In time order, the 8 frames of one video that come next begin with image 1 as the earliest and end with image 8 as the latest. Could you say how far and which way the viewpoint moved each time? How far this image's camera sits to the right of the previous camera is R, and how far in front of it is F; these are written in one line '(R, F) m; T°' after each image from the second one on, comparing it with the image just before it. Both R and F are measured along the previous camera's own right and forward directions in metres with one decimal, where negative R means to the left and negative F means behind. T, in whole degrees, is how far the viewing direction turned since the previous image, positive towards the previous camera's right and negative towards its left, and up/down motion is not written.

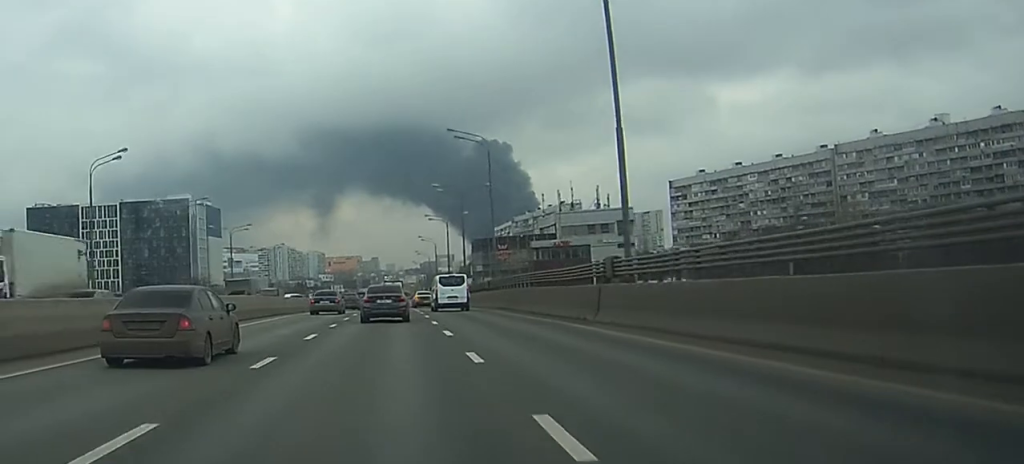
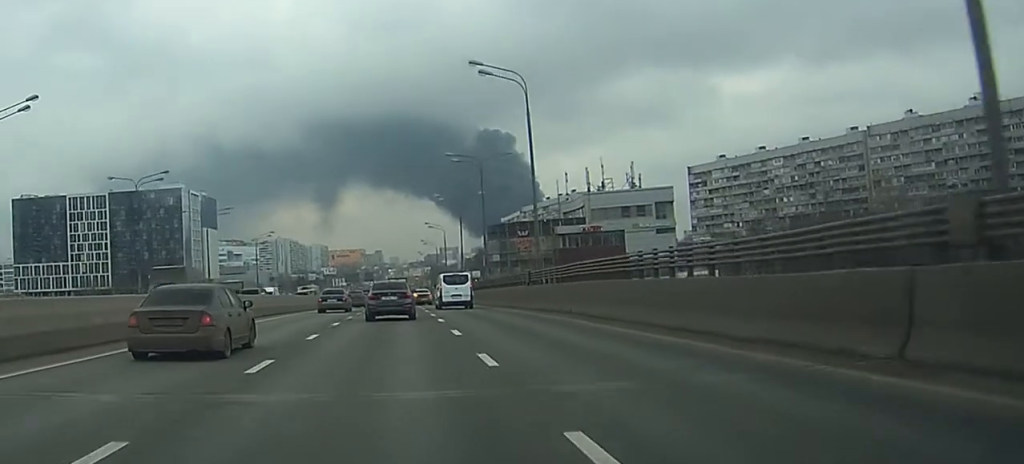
(+0.1, +17.3) m; 0°
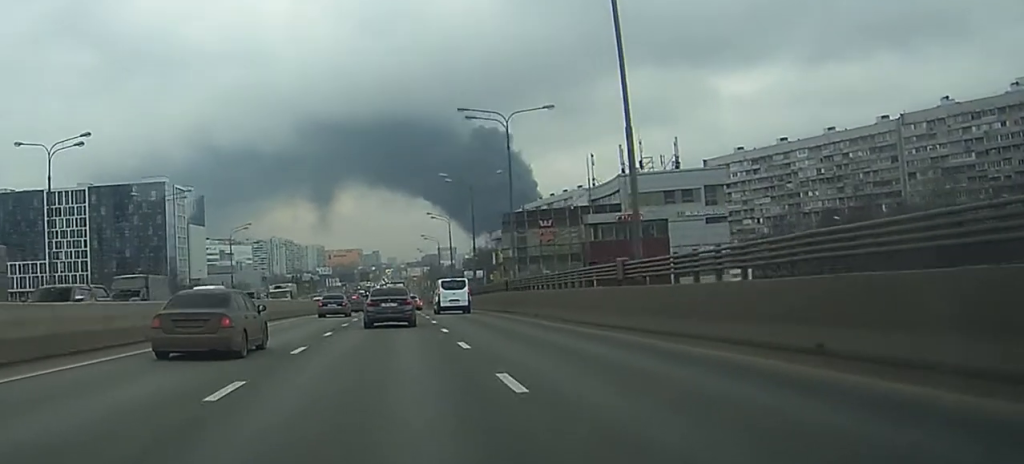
(0.0, +18.9) m; 0°
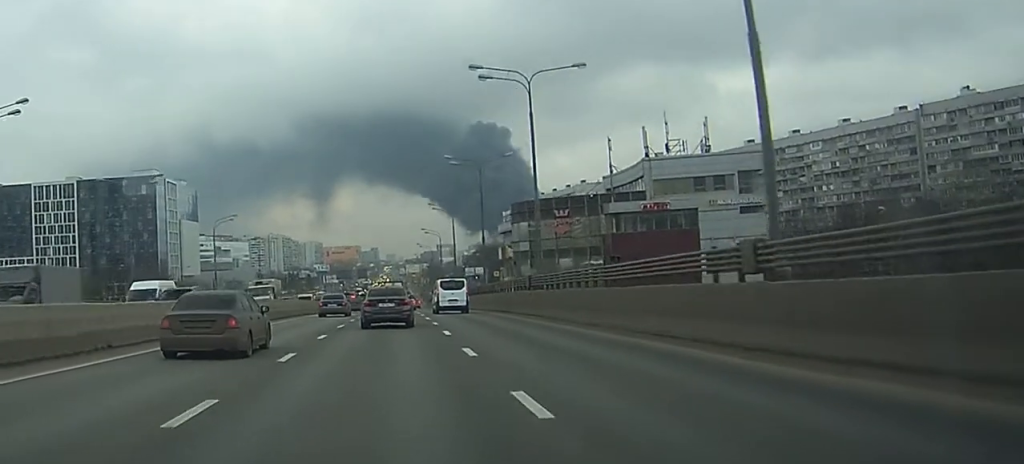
(0.0, +9.7) m; 0°
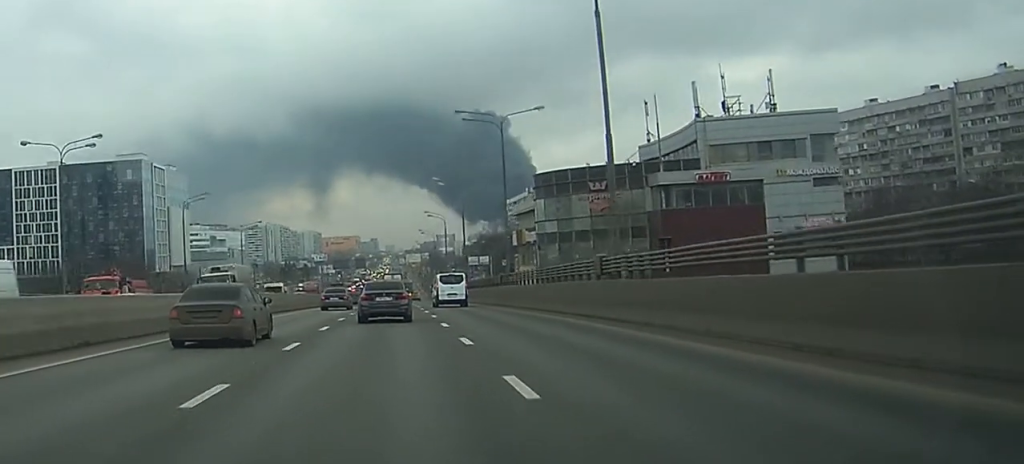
(0.0, +15.1) m; 0°
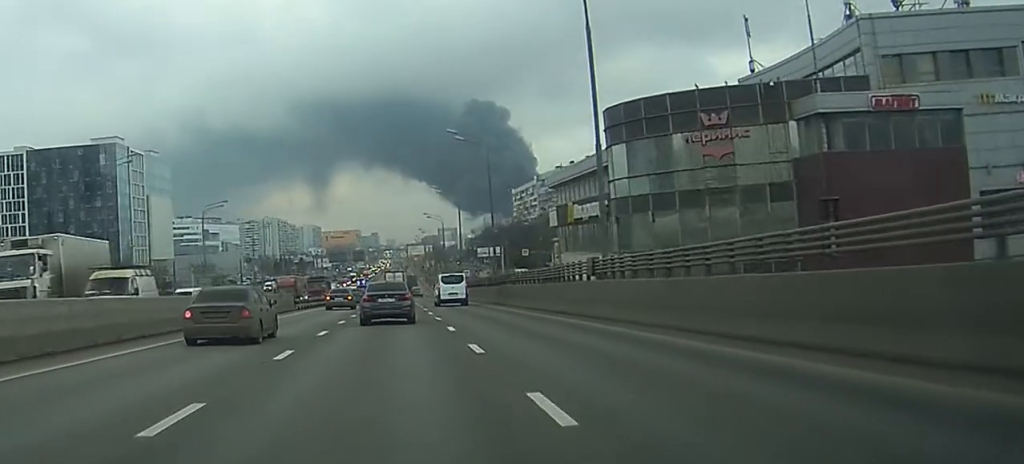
(0.0, +25.4) m; 0°
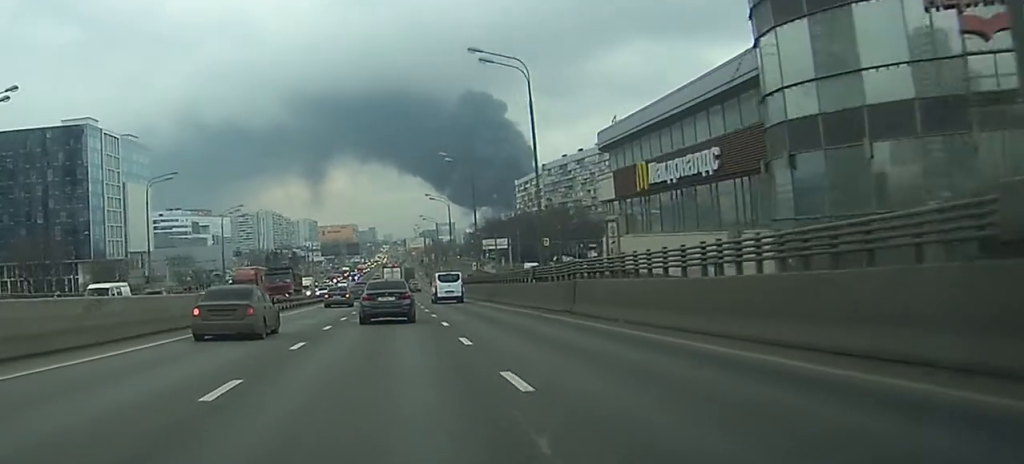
(0.0, +21.2) m; 0°
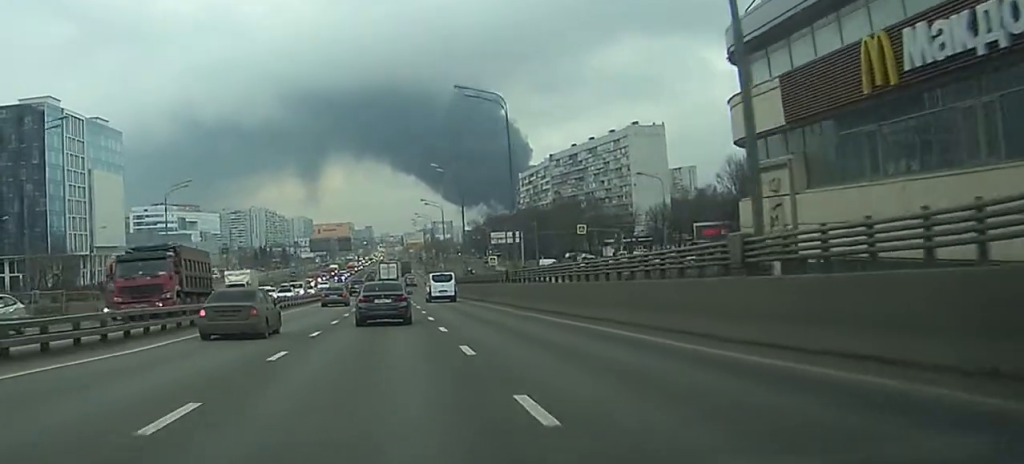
(+0.1, +25.9) m; 0°
